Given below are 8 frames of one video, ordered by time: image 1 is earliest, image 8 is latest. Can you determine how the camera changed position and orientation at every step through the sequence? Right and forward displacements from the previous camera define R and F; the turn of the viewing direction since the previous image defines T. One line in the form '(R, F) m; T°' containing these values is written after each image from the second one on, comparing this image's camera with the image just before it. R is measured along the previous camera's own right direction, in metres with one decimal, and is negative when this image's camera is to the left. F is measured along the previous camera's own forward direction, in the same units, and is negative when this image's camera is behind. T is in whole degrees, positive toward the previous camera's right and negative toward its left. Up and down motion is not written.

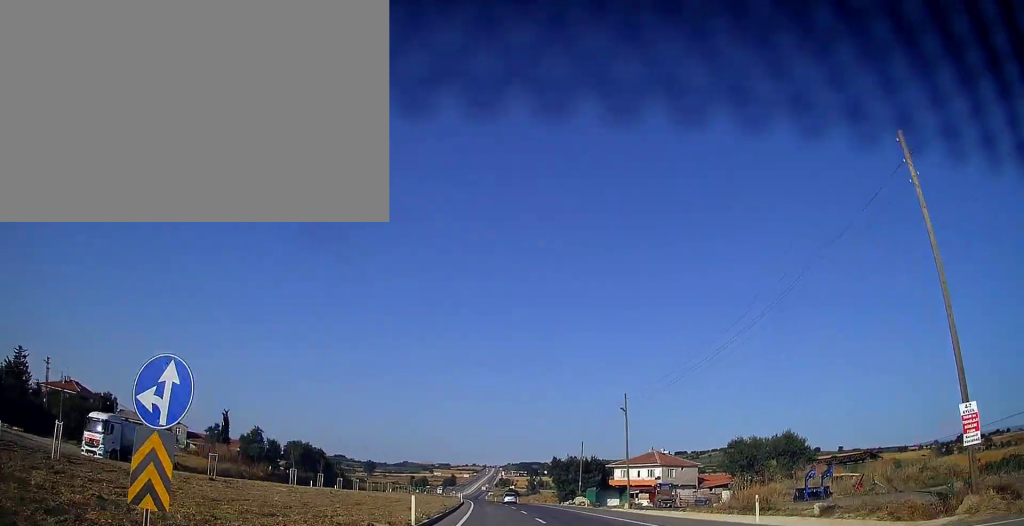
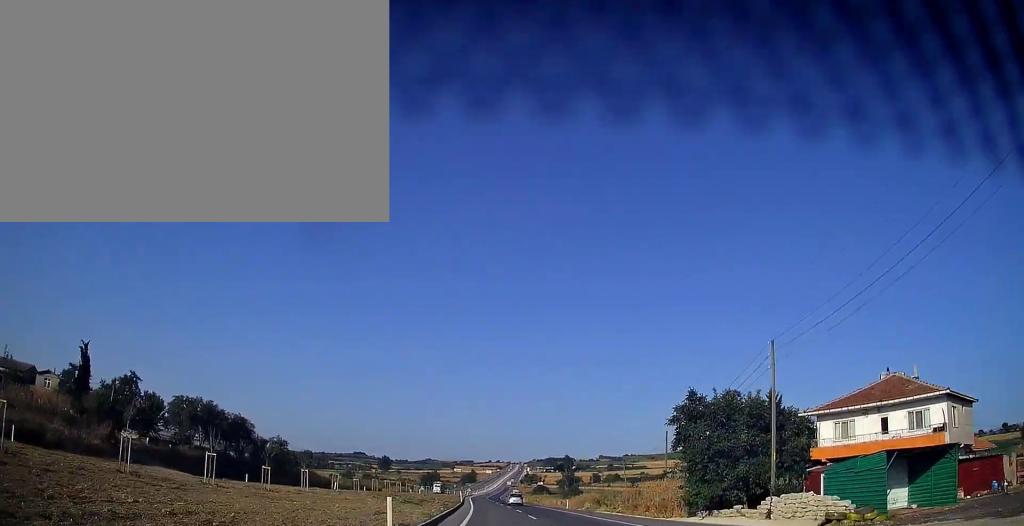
(-1.3, +53.2) m; -2°
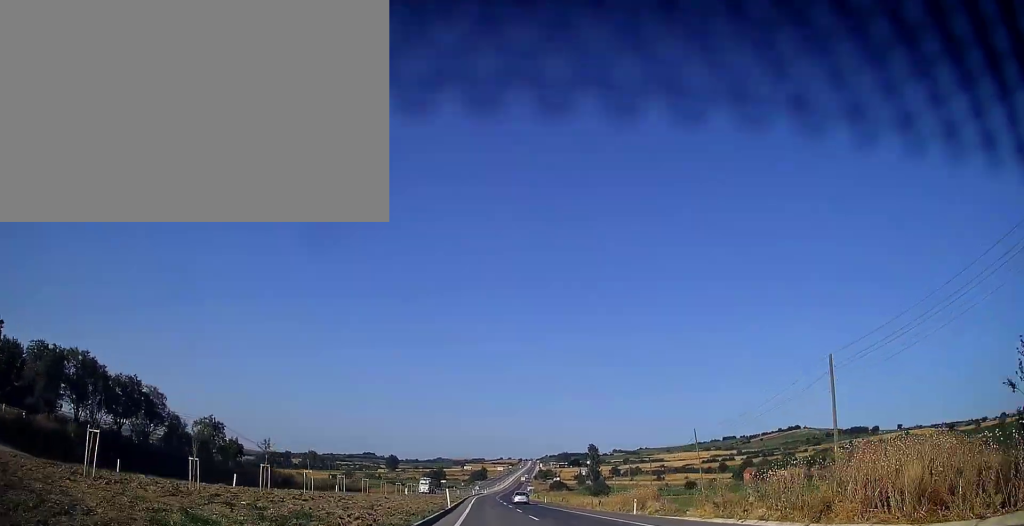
(-0.2, +27.6) m; -1°
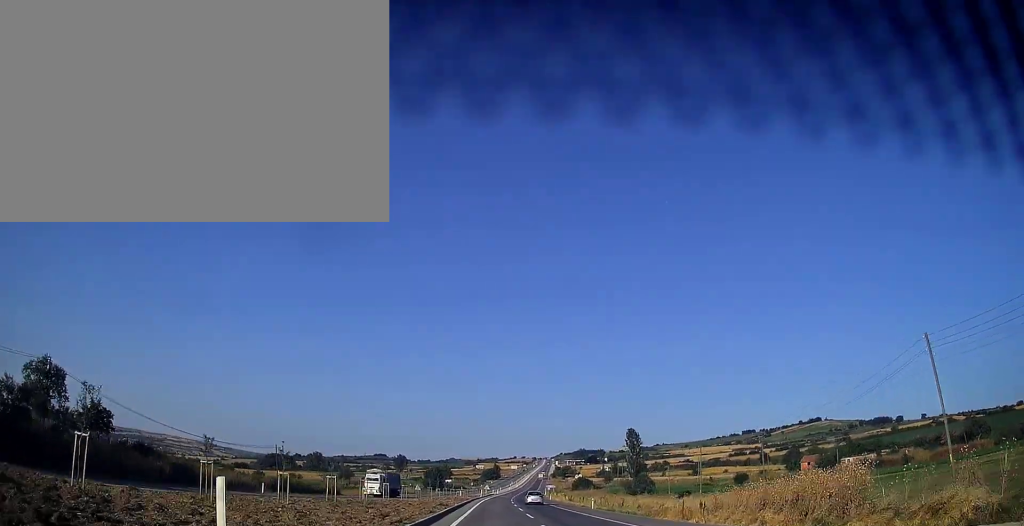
(-0.5, +32.5) m; -1°
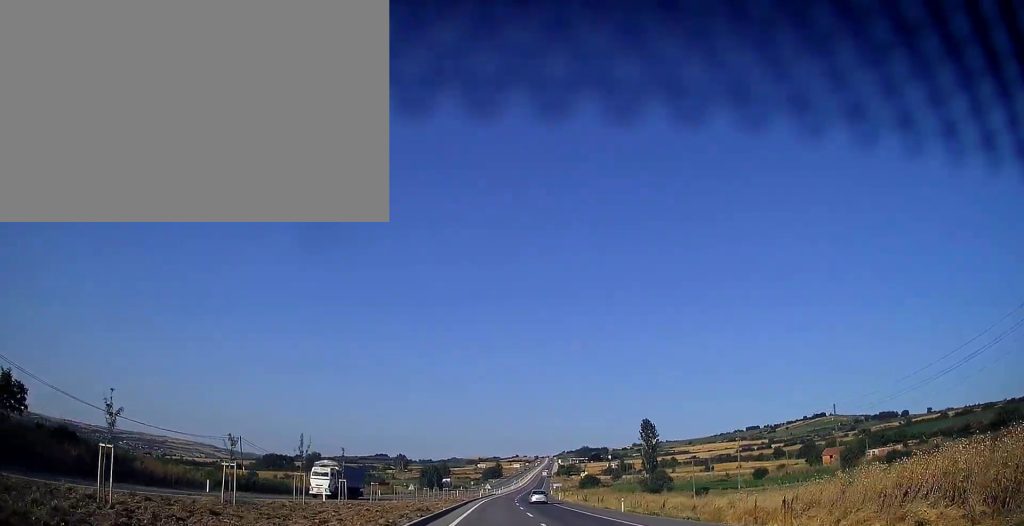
(0.0, +11.8) m; 0°
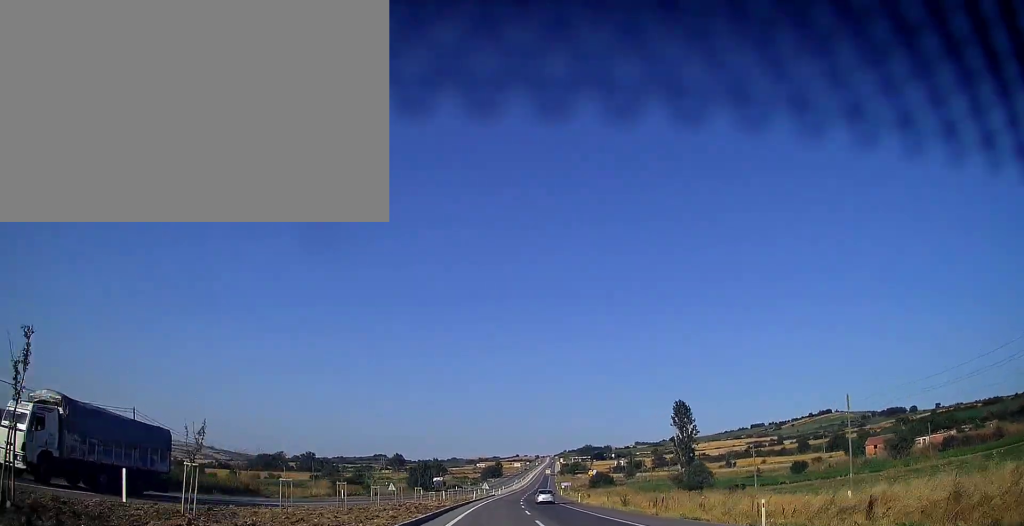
(+0.1, +21.7) m; 0°
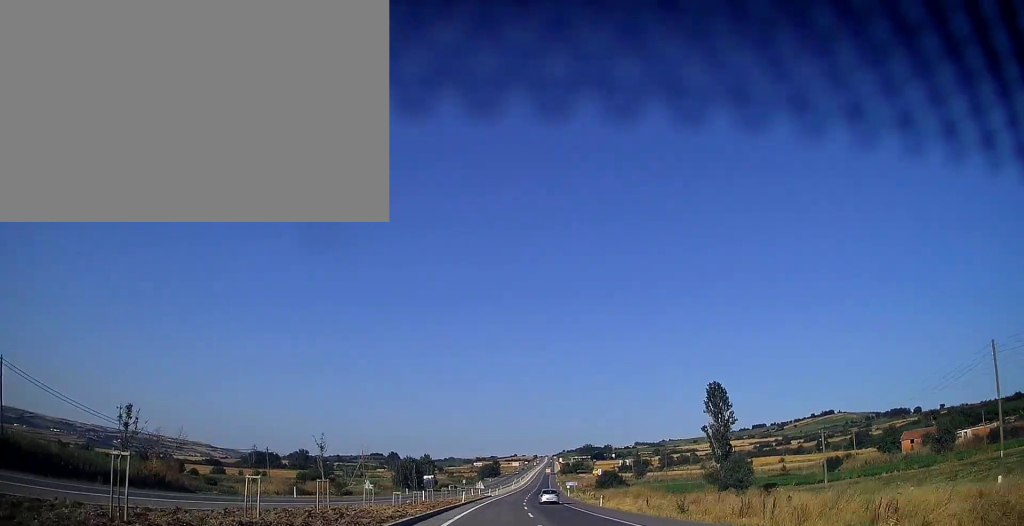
(0.0, +15.8) m; 0°
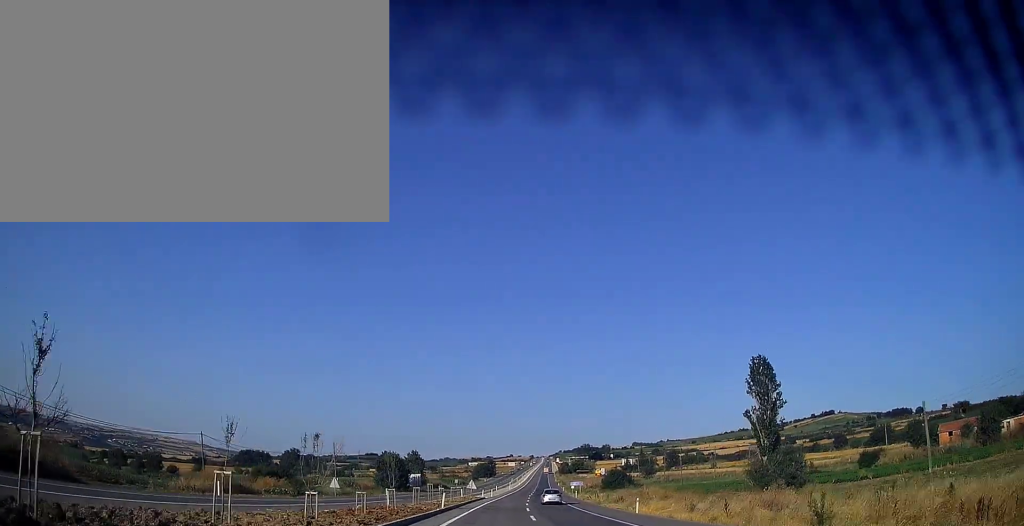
(0.0, +14.8) m; 0°
